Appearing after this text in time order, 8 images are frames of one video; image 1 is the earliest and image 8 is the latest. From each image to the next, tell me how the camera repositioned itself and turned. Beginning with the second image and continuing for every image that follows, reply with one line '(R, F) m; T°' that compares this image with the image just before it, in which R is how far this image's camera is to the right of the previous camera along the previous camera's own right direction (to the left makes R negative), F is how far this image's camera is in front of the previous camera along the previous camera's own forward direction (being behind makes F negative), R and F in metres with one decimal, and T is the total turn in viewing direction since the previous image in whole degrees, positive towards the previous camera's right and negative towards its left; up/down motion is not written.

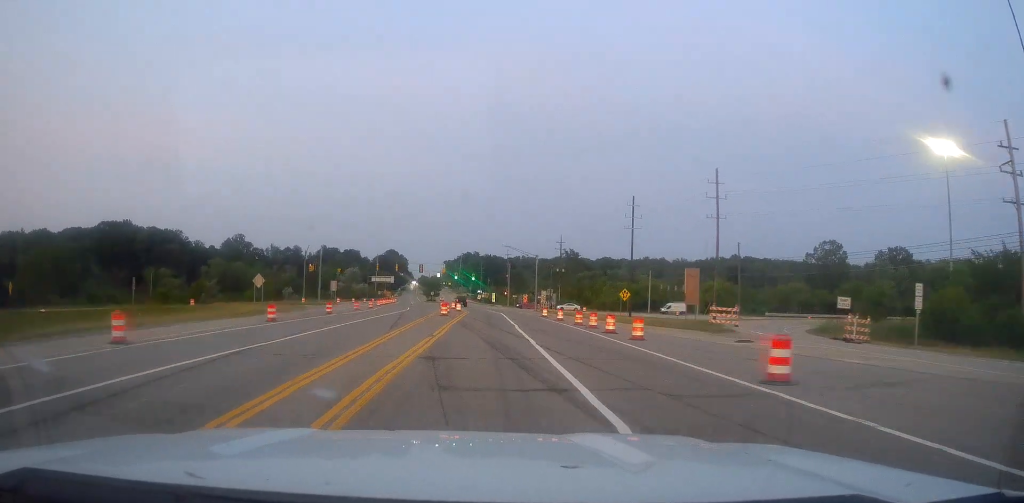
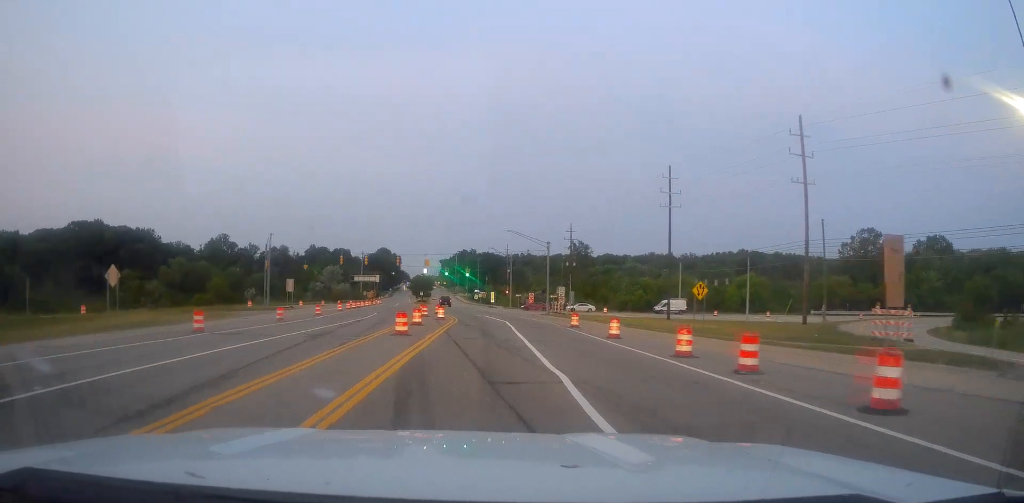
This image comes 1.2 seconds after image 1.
(0.0, +22.2) m; 0°
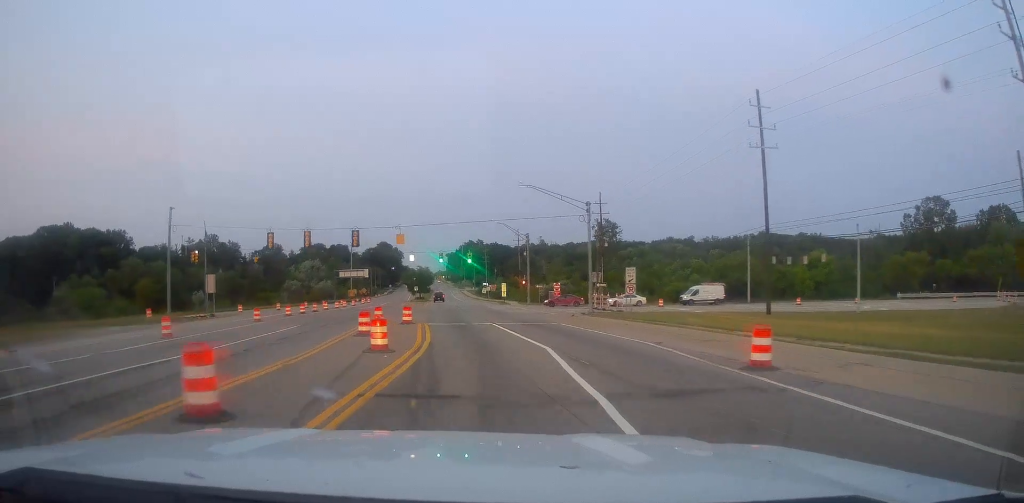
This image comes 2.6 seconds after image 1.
(+0.4, +26.7) m; +1°
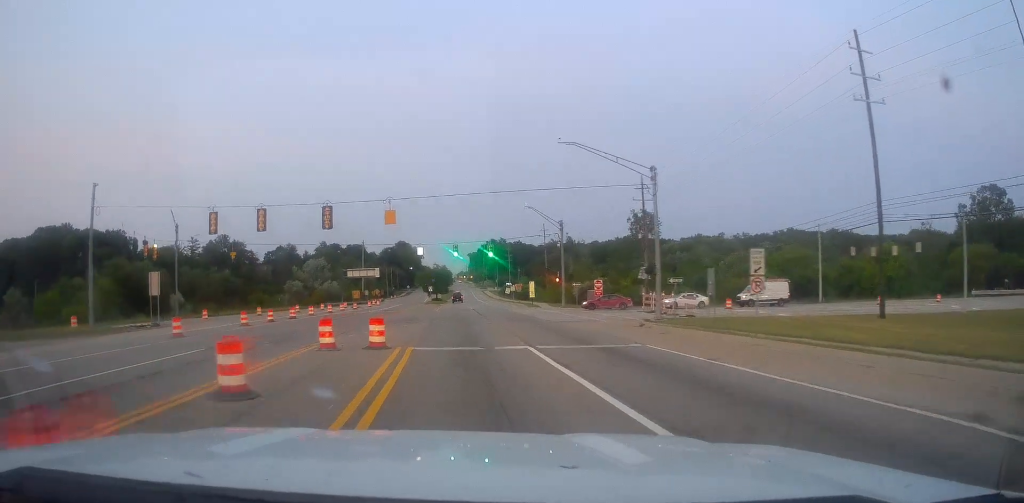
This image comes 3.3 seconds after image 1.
(+0.1, +14.0) m; -1°
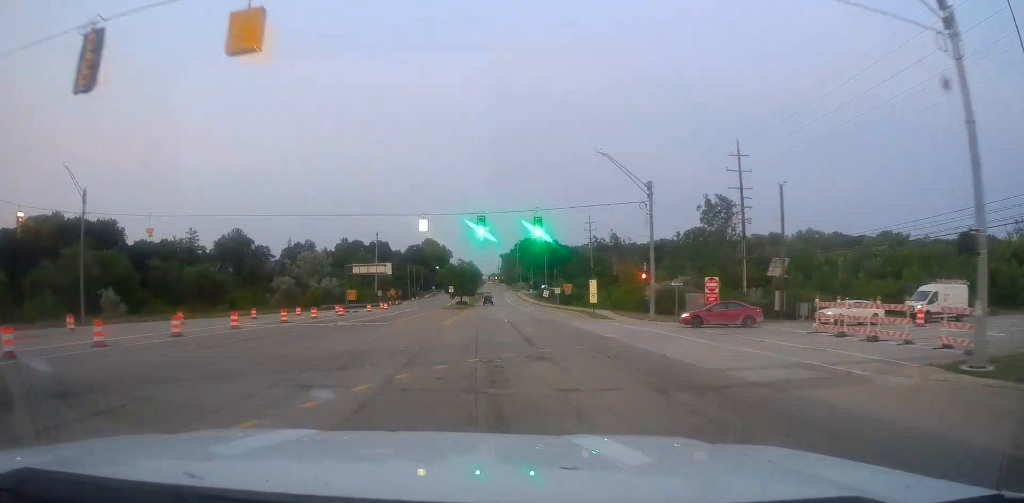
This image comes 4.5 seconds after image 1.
(-0.3, +23.6) m; -1°
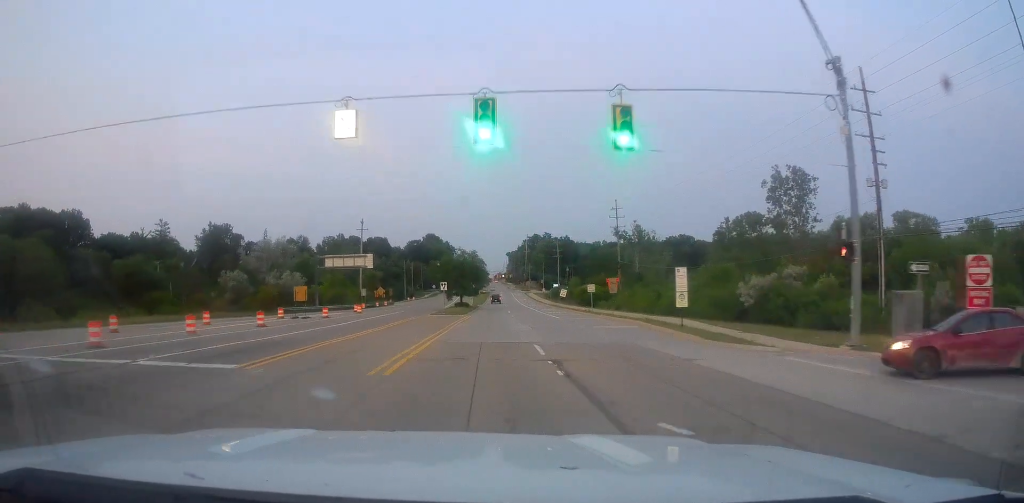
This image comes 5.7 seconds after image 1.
(-0.4, +22.4) m; -4°
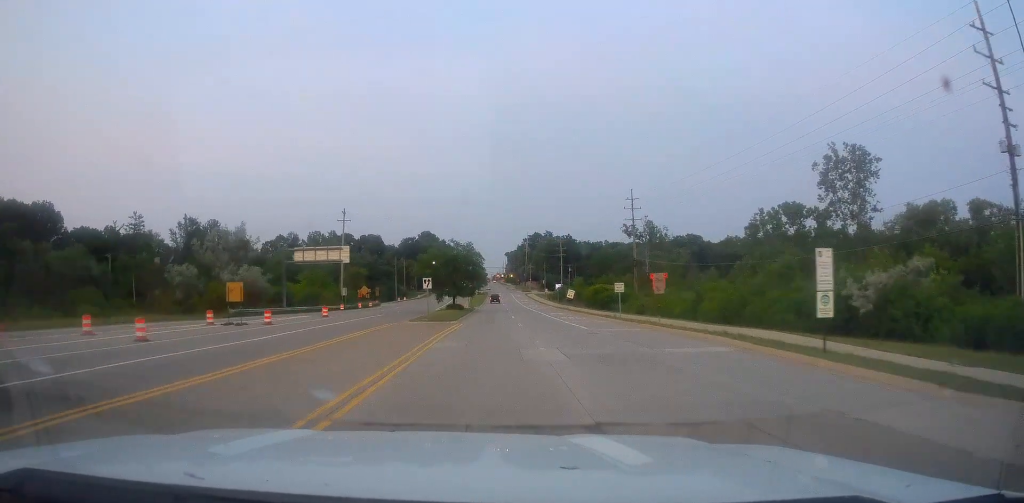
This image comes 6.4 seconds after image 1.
(-0.8, +13.5) m; -1°
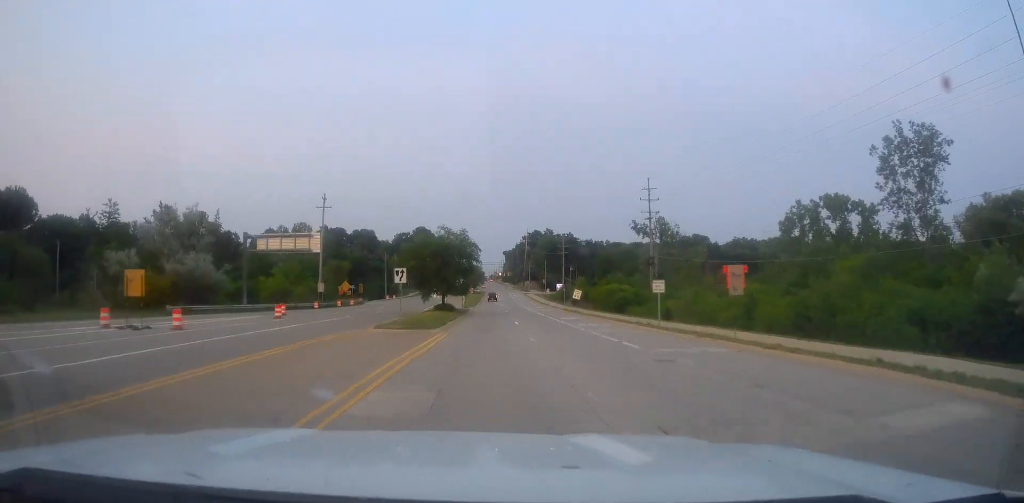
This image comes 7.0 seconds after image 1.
(+0.5, +11.7) m; +1°
